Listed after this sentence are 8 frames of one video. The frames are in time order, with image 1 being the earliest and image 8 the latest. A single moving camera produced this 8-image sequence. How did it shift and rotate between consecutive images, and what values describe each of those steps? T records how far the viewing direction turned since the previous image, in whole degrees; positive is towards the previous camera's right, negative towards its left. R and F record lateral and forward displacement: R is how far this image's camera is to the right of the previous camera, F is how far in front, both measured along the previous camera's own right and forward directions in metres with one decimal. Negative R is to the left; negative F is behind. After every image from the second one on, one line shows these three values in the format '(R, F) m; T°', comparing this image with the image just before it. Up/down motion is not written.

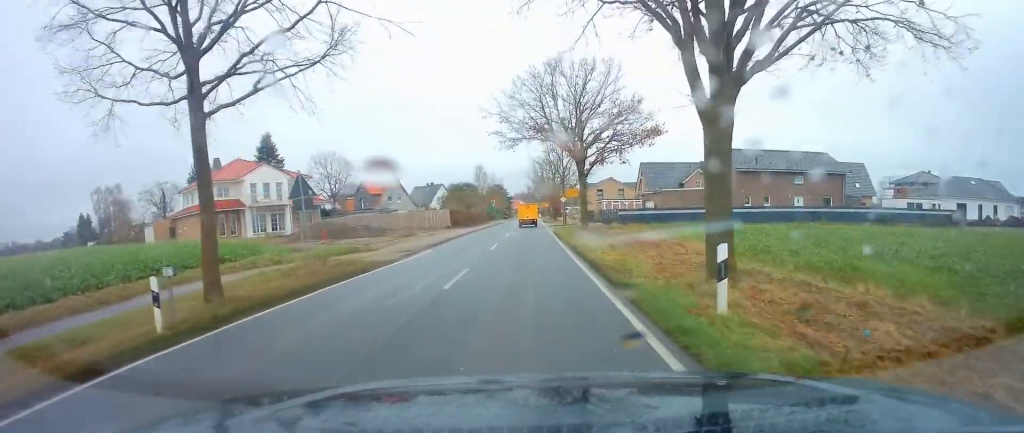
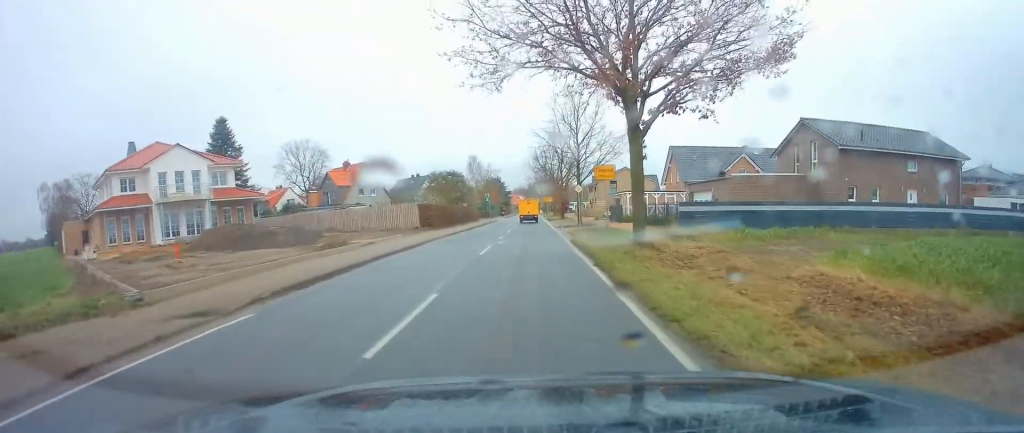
(-0.1, +17.0) m; -1°
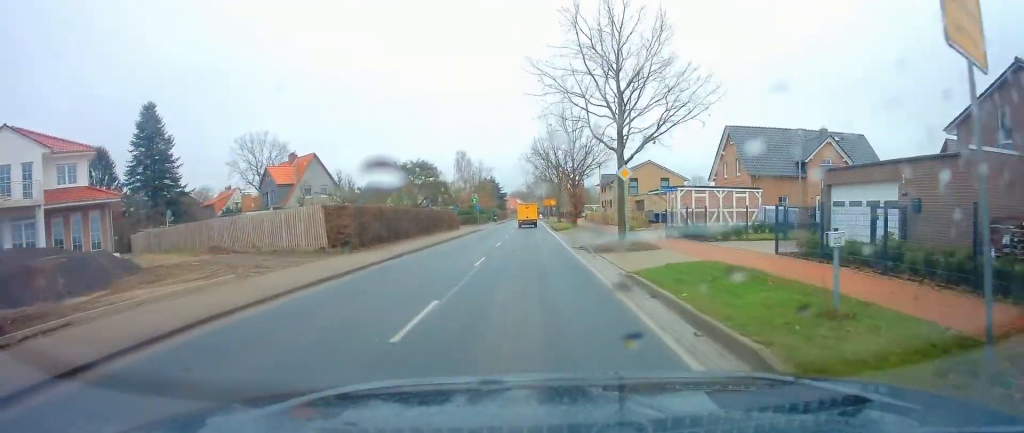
(+0.1, +19.8) m; +1°
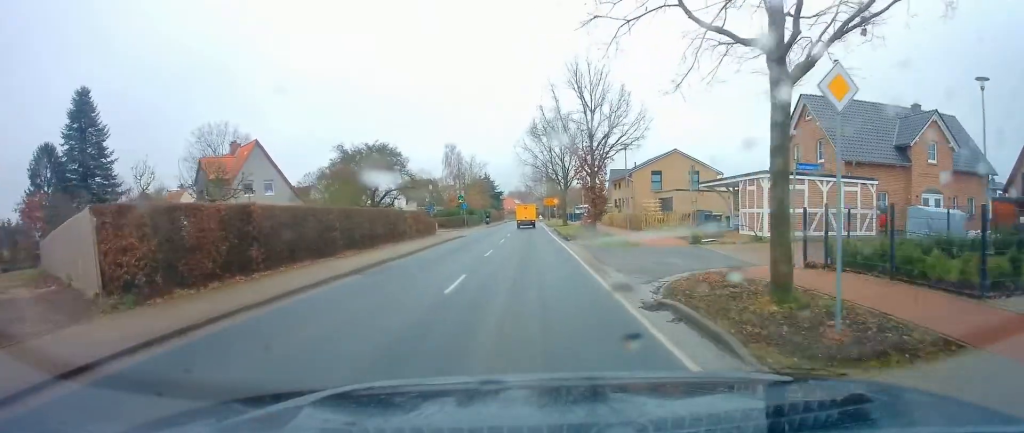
(+0.1, +14.0) m; +1°
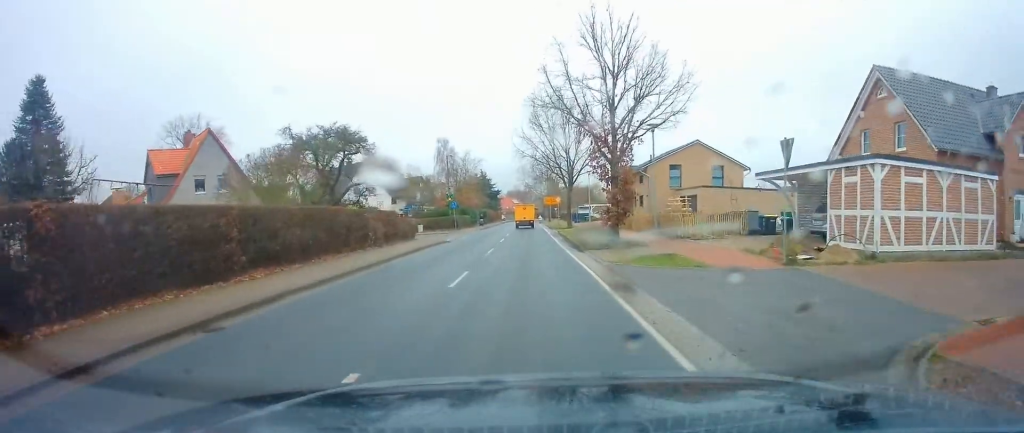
(+0.1, +8.2) m; -1°
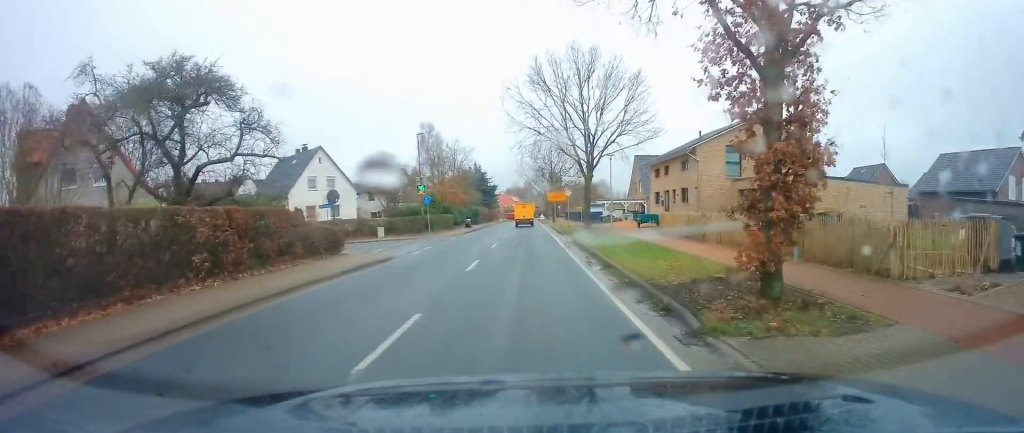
(-0.5, +15.0) m; -2°
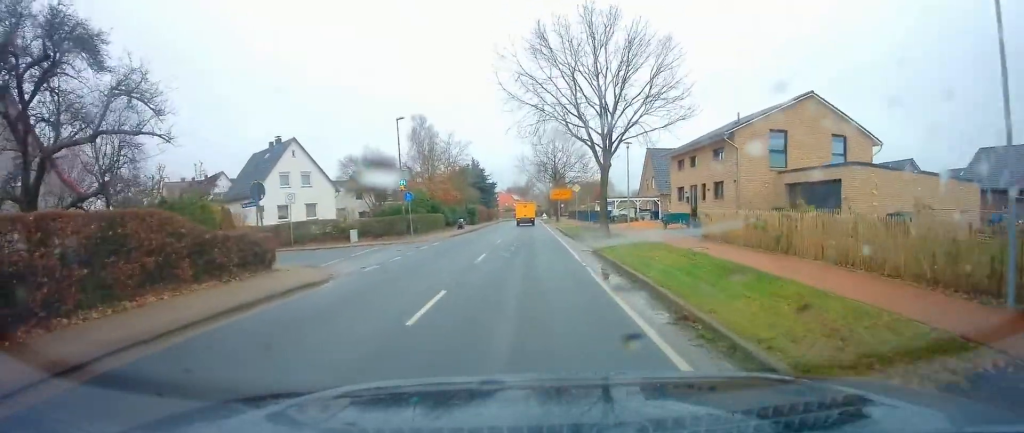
(0.0, +6.8) m; +1°
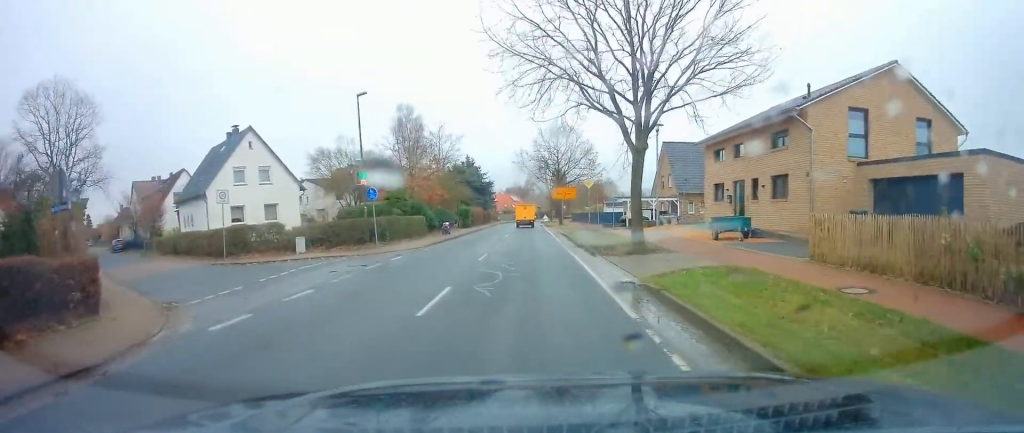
(+0.3, +8.3) m; +2°
